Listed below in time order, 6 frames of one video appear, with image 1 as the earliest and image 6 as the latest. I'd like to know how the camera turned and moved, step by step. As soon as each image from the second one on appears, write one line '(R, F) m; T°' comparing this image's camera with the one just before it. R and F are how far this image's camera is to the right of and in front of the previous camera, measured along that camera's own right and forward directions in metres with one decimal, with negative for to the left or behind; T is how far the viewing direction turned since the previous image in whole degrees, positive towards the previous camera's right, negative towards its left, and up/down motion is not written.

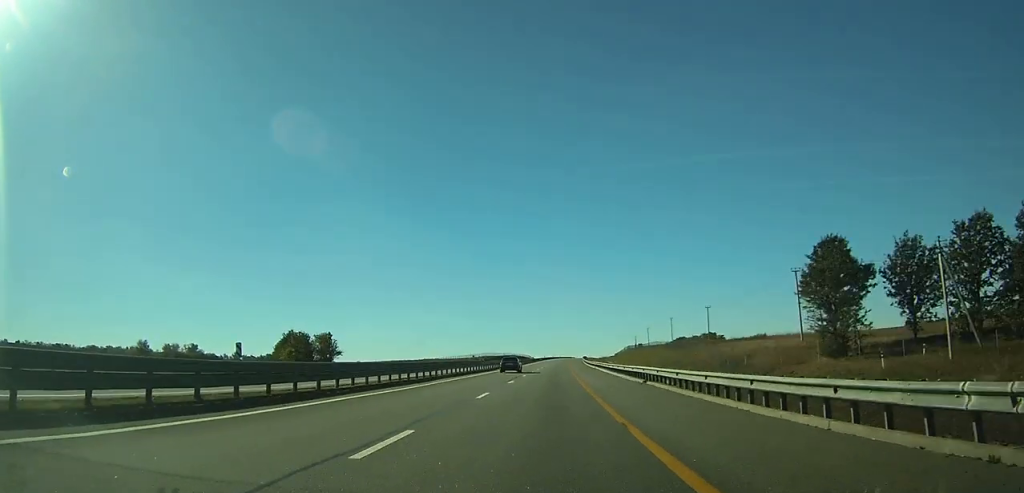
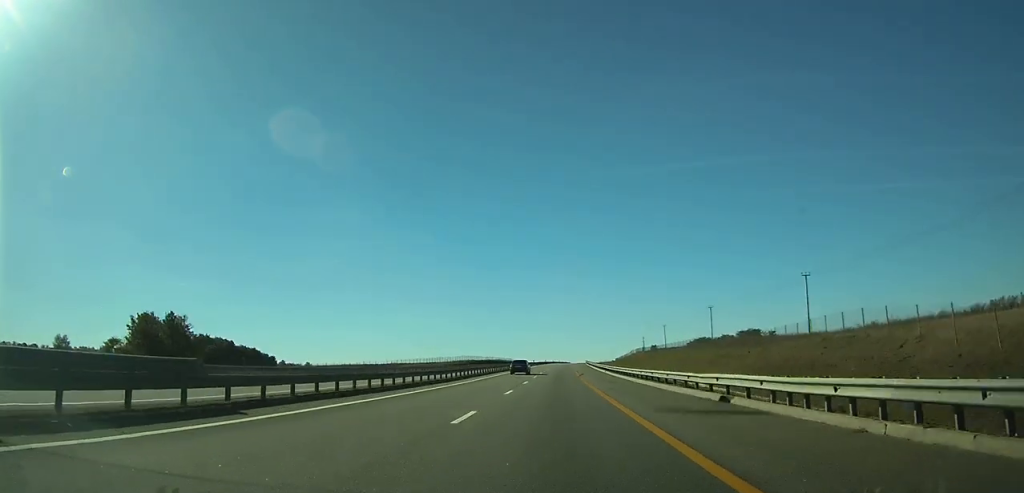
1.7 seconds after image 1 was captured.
(+0.6, +54.3) m; +1°
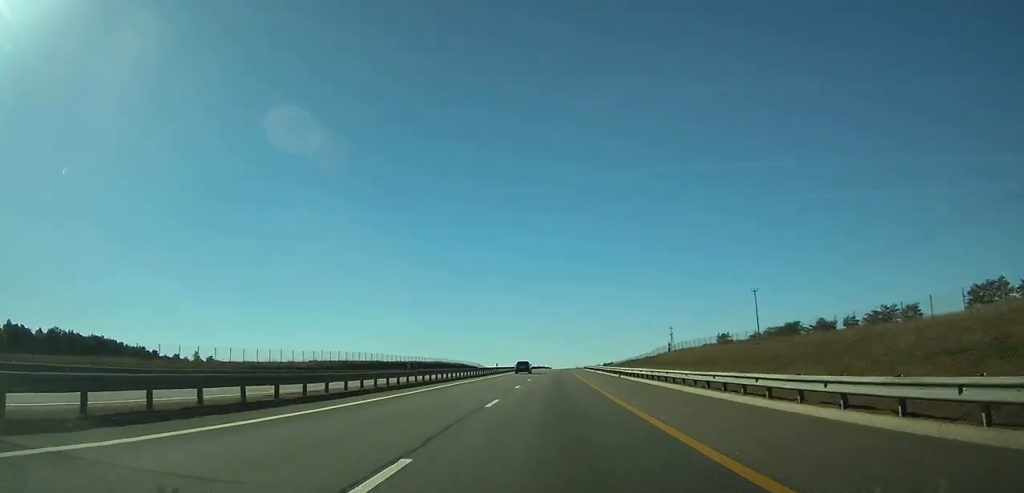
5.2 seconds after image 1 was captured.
(+2.3, +113.6) m; +2°
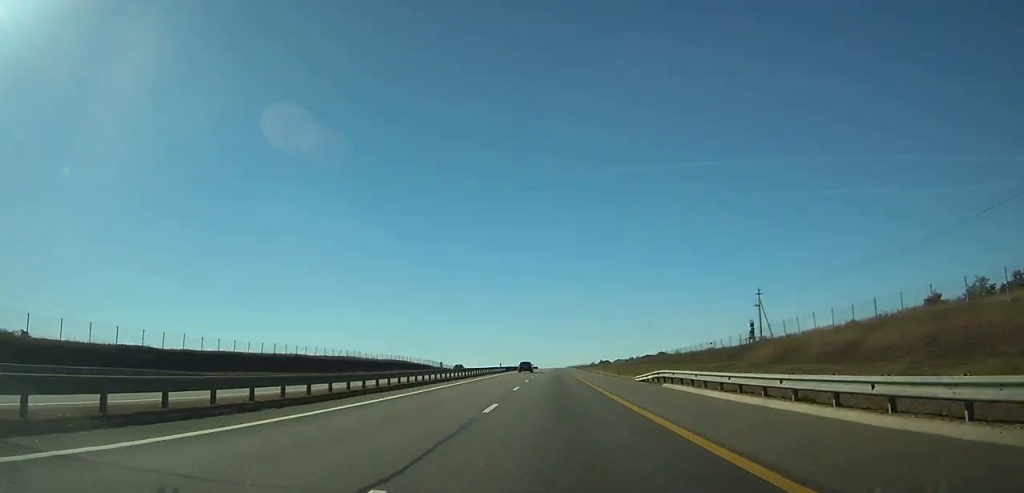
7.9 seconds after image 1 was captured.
(+1.0, +84.1) m; +1°
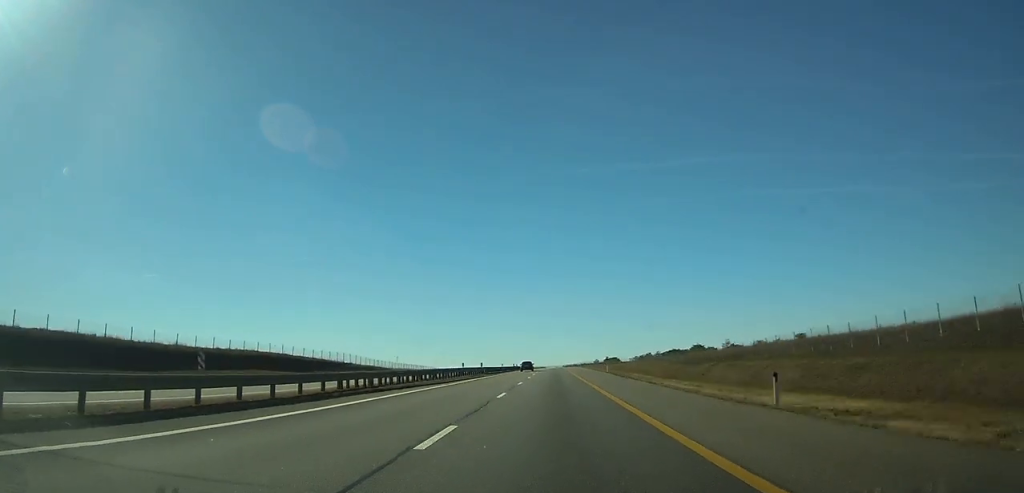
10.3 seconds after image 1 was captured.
(+0.6, +76.9) m; +1°
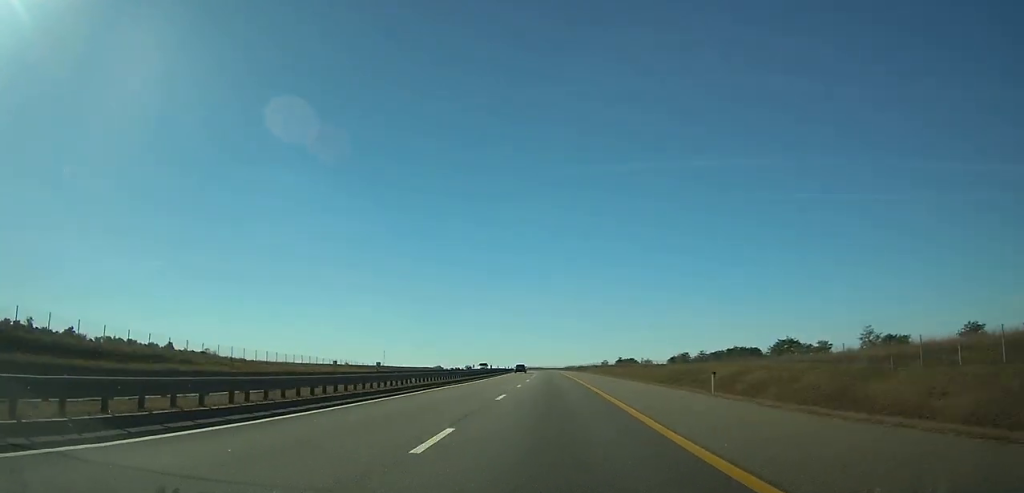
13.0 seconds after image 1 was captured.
(+0.3, +82.2) m; 0°
